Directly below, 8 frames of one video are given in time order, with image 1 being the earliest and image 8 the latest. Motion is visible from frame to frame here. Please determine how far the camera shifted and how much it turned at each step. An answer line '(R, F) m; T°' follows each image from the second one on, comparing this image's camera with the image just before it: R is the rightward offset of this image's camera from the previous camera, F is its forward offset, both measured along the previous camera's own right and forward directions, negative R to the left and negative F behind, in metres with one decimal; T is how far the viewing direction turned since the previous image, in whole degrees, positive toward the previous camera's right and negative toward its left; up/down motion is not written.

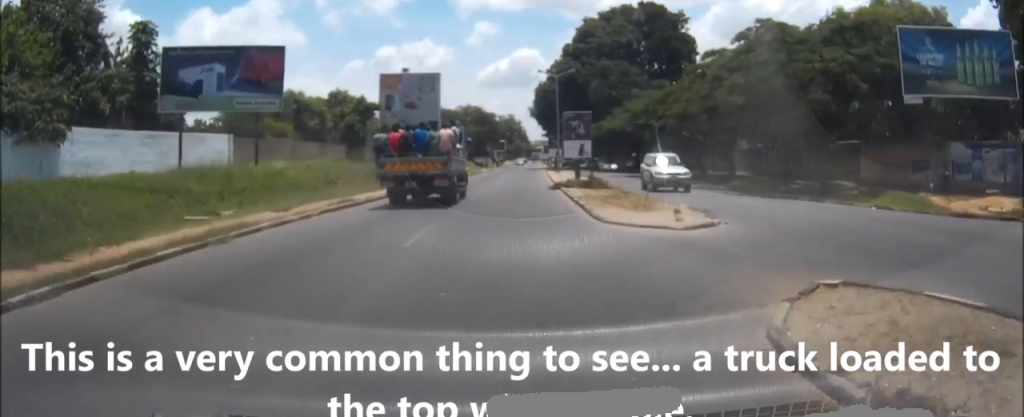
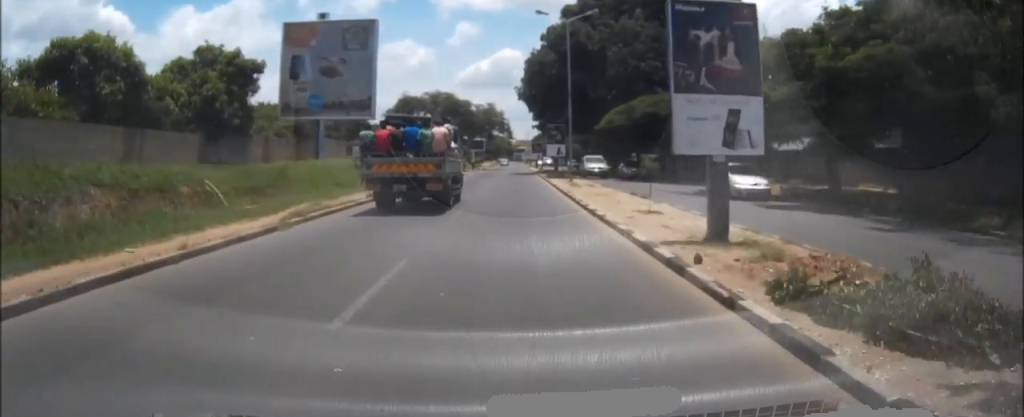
(+0.3, +29.5) m; +1°
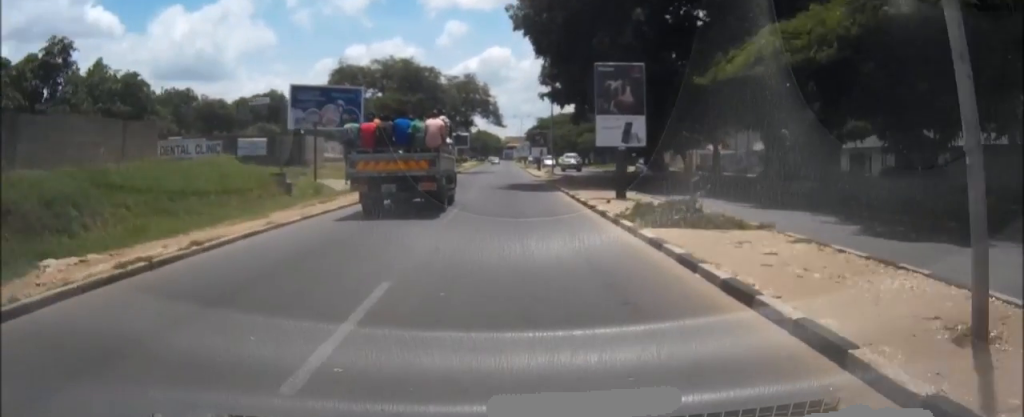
(+0.7, +37.2) m; +2°
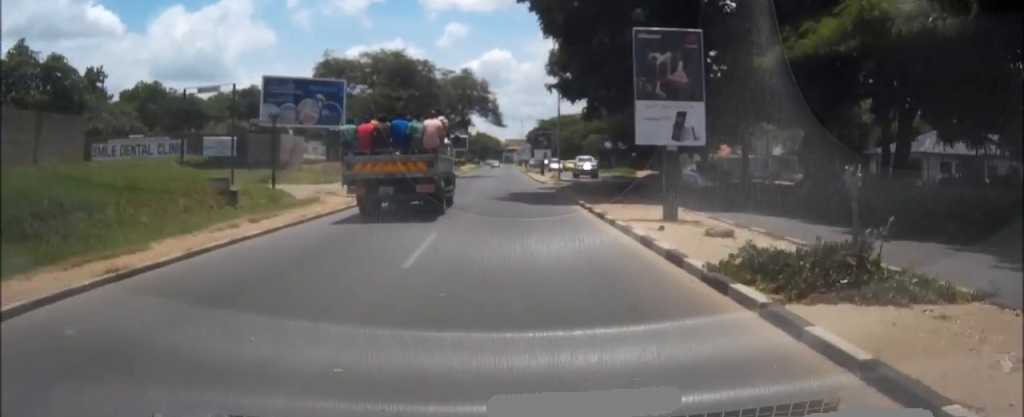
(0.0, +6.6) m; 0°
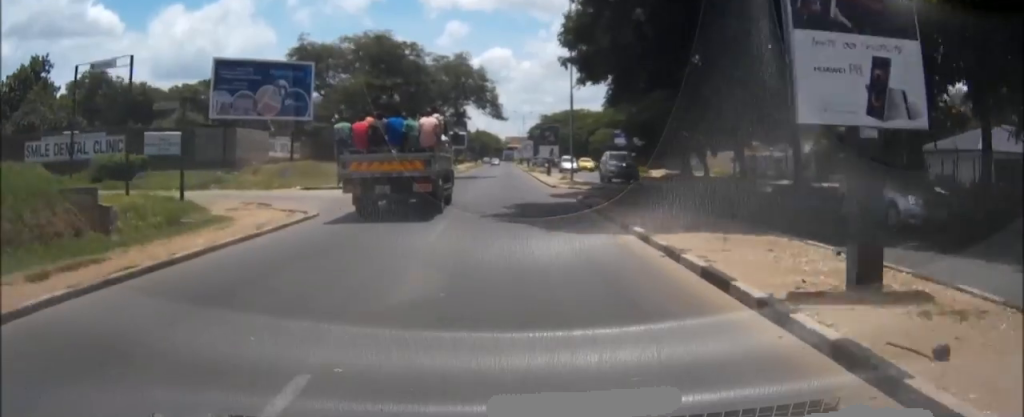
(0.0, +8.8) m; 0°
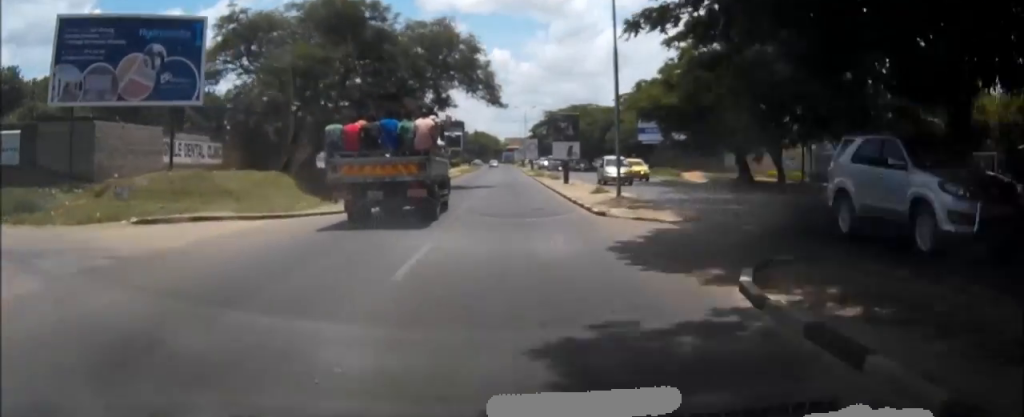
(-0.1, +15.9) m; -1°
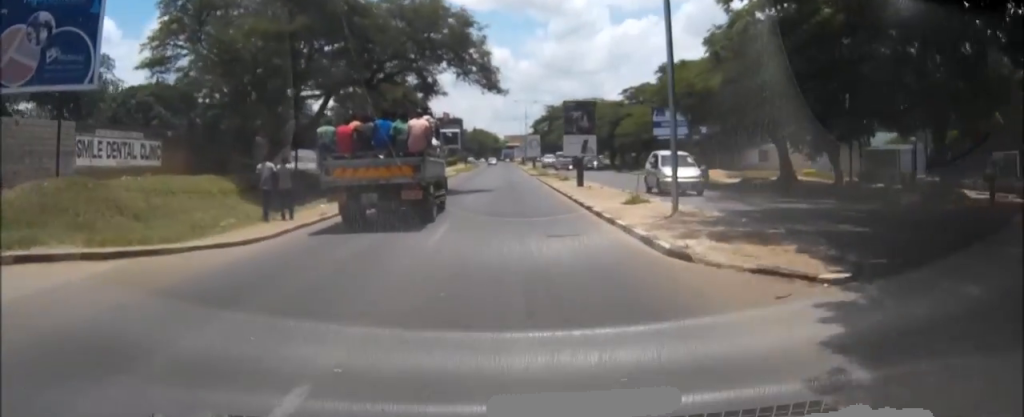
(0.0, +7.7) m; 0°
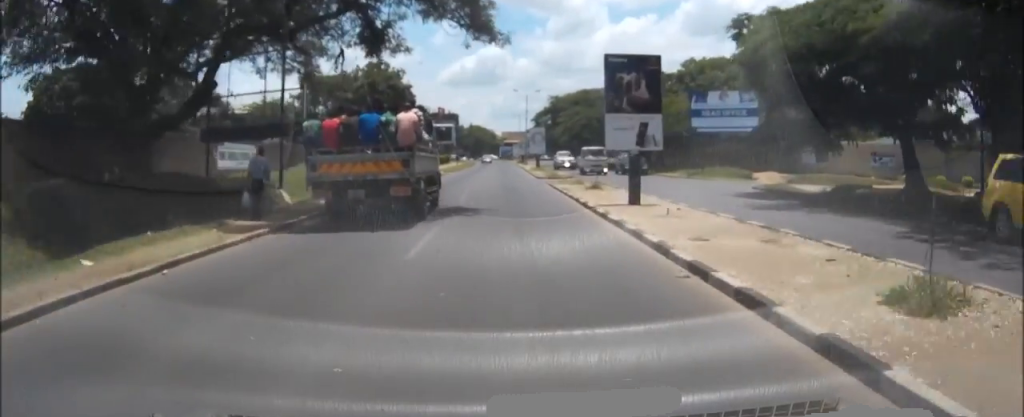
(-0.1, +14.3) m; 0°
